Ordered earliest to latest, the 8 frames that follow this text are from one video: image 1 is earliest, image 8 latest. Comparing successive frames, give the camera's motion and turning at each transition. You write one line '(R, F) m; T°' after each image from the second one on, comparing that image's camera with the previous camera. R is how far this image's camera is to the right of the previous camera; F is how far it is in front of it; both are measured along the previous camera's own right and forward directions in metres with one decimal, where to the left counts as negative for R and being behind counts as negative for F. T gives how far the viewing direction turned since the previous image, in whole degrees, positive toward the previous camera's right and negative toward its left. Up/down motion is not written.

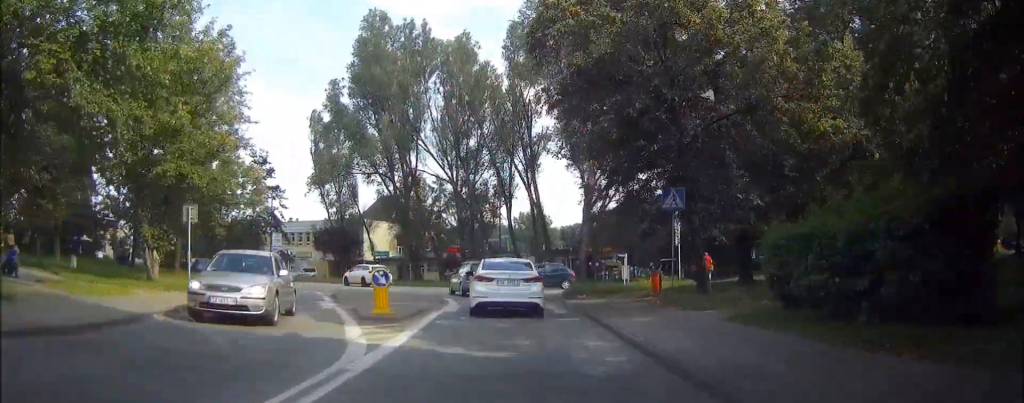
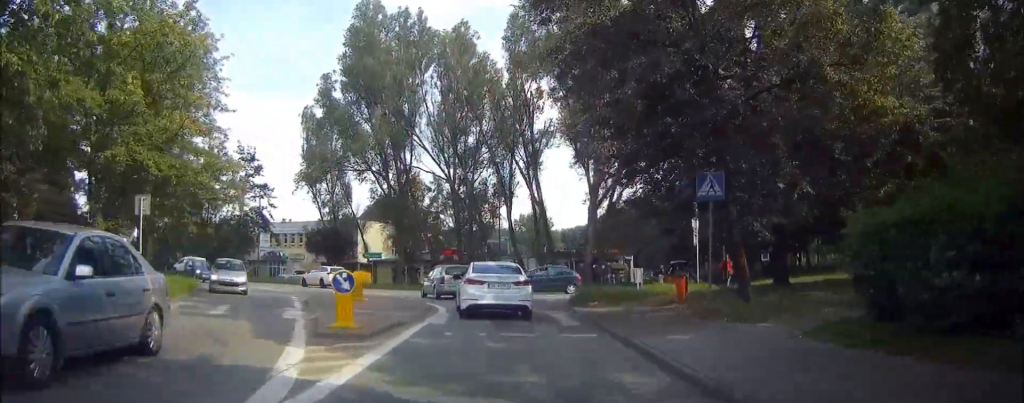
(0.0, +3.4) m; 0°
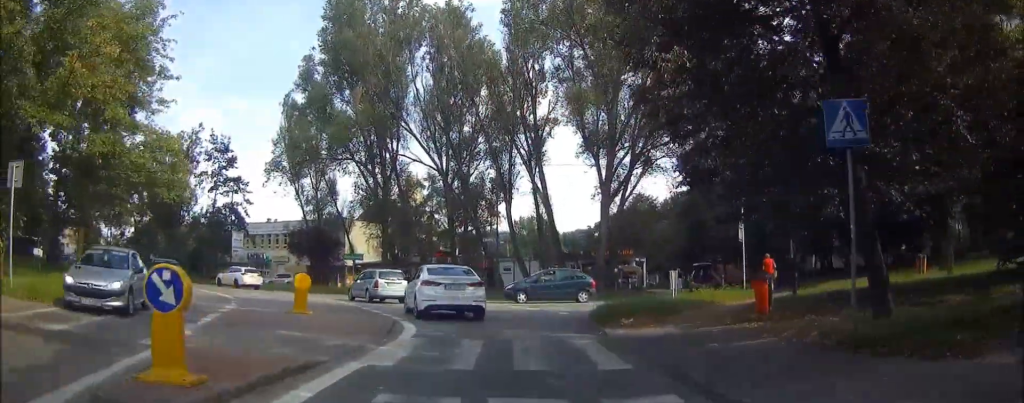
(0.0, +6.1) m; -1°
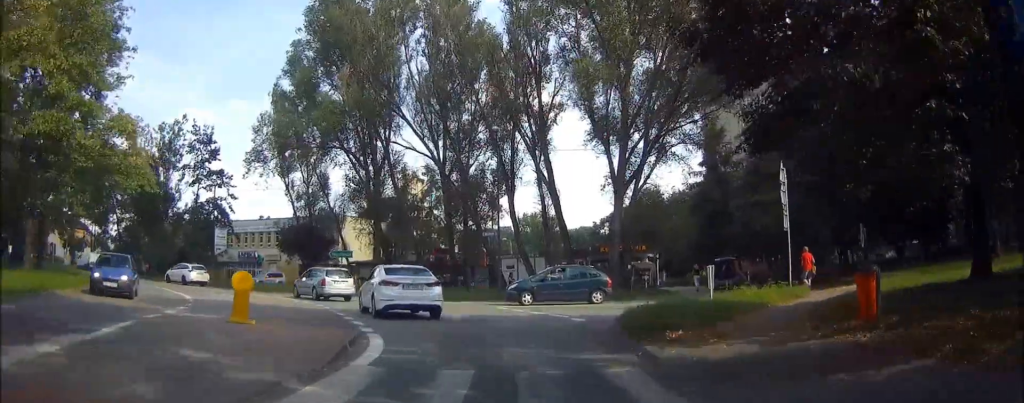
(+0.1, +4.0) m; -1°
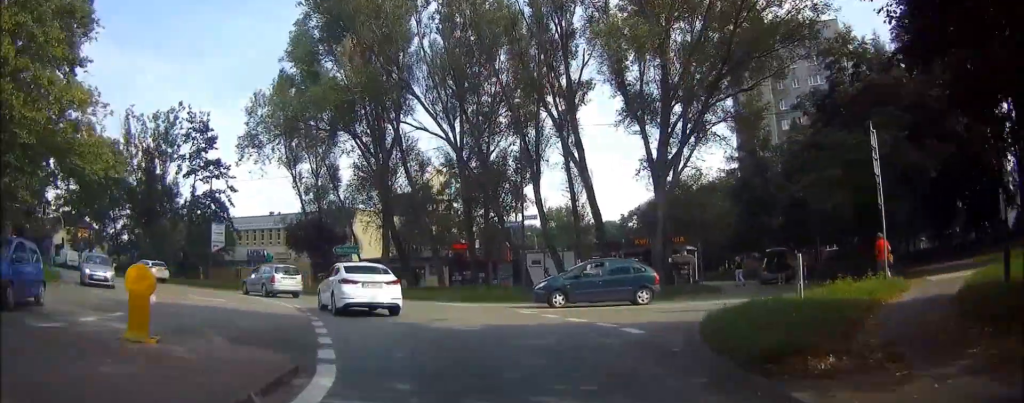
(-0.1, +4.6) m; -3°
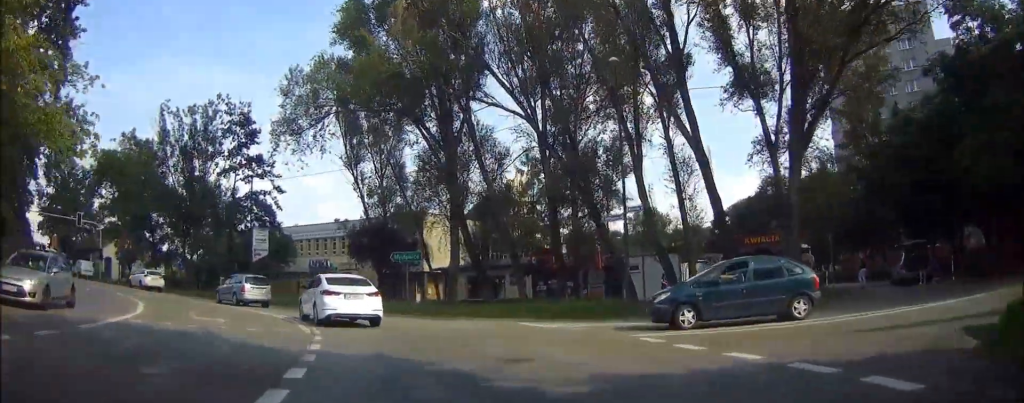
(-0.2, +6.6) m; -5°
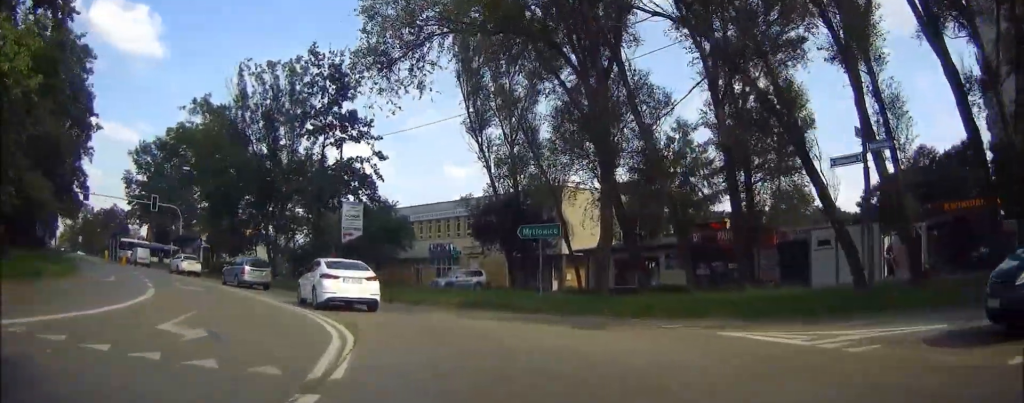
(-0.6, +8.9) m; -10°
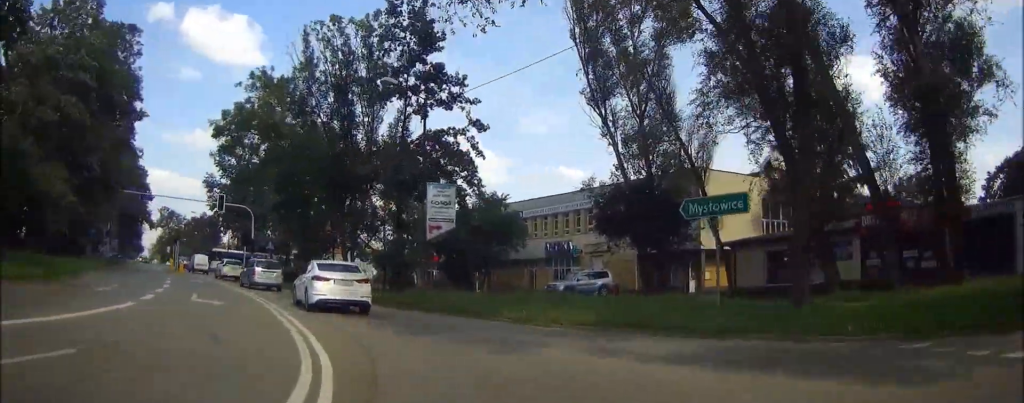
(-0.7, +8.4) m; -11°
